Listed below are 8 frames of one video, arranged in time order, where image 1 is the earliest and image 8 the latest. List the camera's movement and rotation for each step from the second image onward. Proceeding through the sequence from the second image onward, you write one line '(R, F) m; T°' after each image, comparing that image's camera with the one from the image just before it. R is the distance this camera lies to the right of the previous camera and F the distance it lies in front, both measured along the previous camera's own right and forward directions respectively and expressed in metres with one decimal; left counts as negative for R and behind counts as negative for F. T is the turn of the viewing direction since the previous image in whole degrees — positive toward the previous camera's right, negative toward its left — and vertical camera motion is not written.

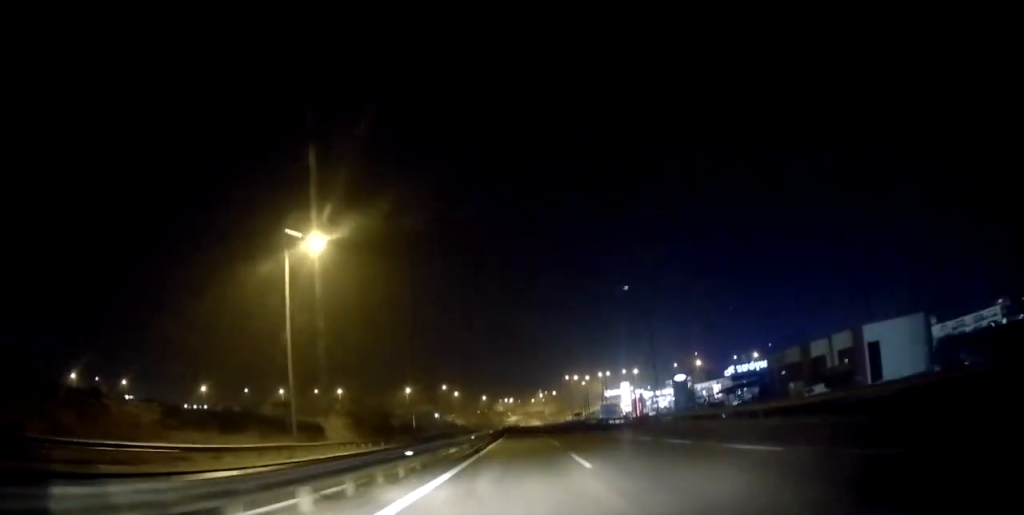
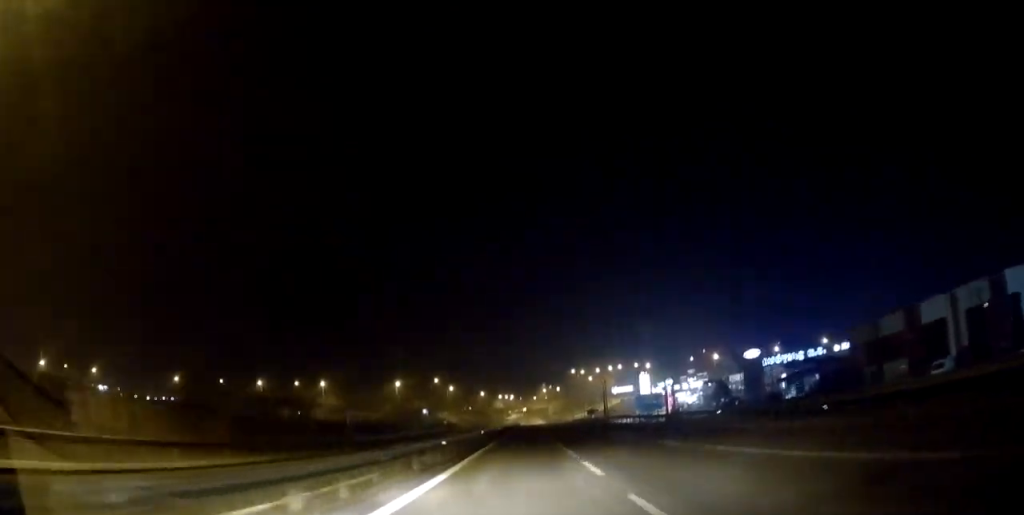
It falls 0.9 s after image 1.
(0.0, +26.2) m; 0°
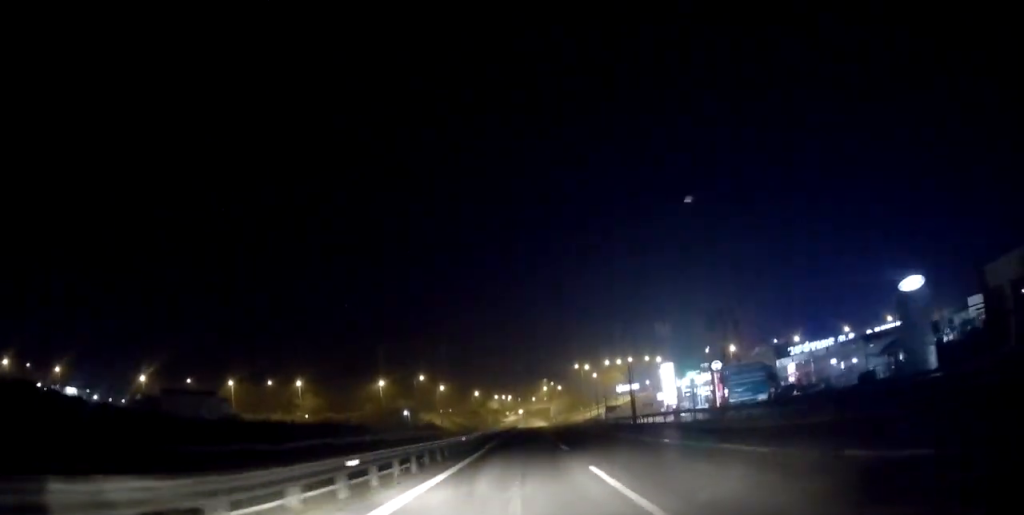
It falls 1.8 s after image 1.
(0.0, +25.9) m; -1°
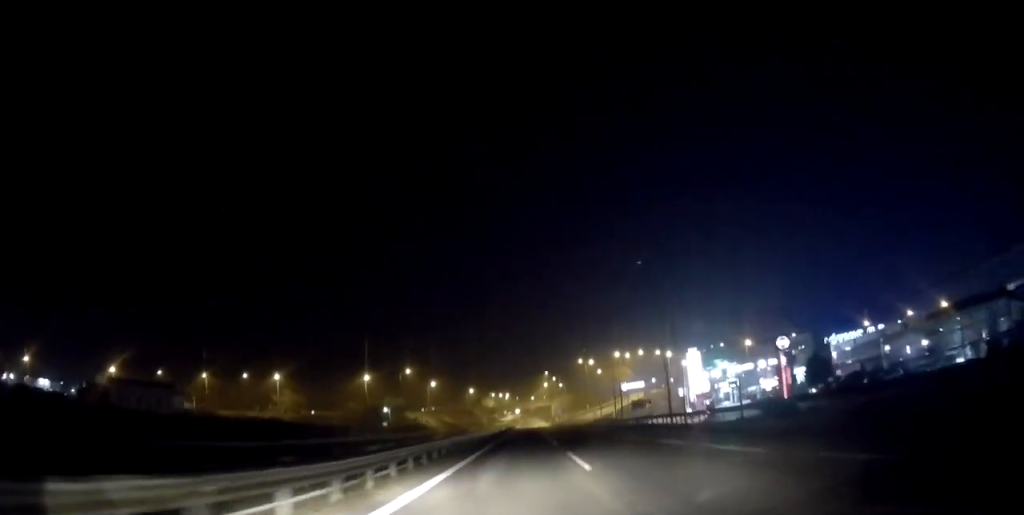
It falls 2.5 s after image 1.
(-0.3, +20.2) m; 0°
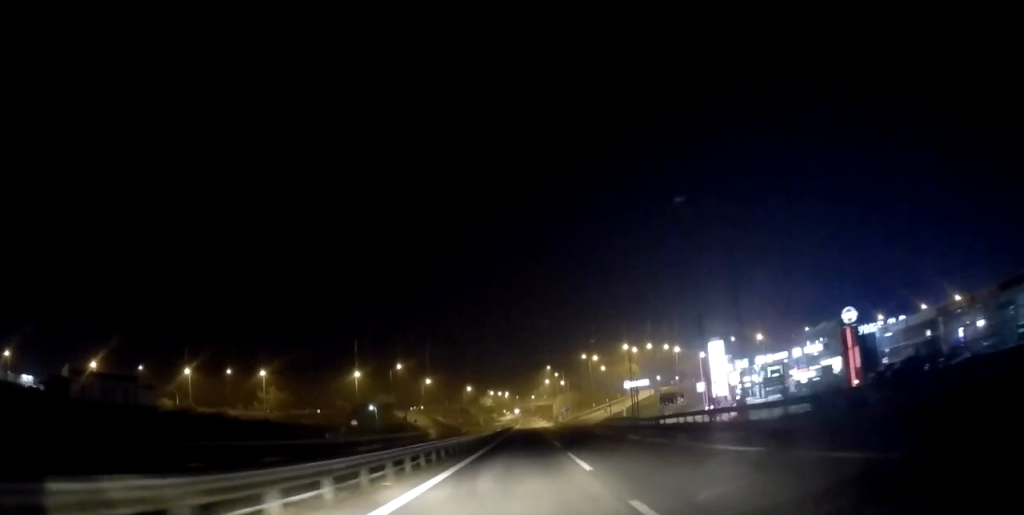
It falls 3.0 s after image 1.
(0.0, +12.2) m; 0°
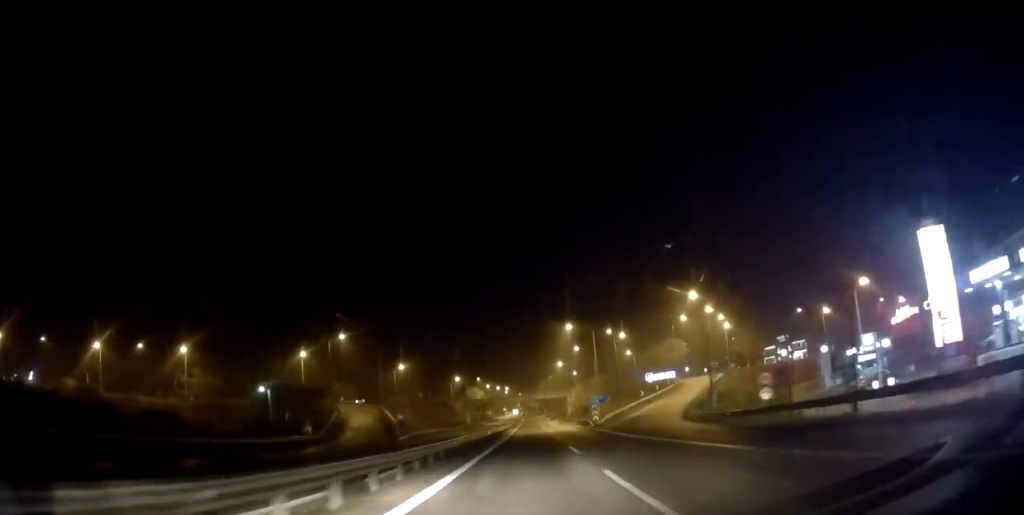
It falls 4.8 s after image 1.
(+0.6, +51.9) m; 0°
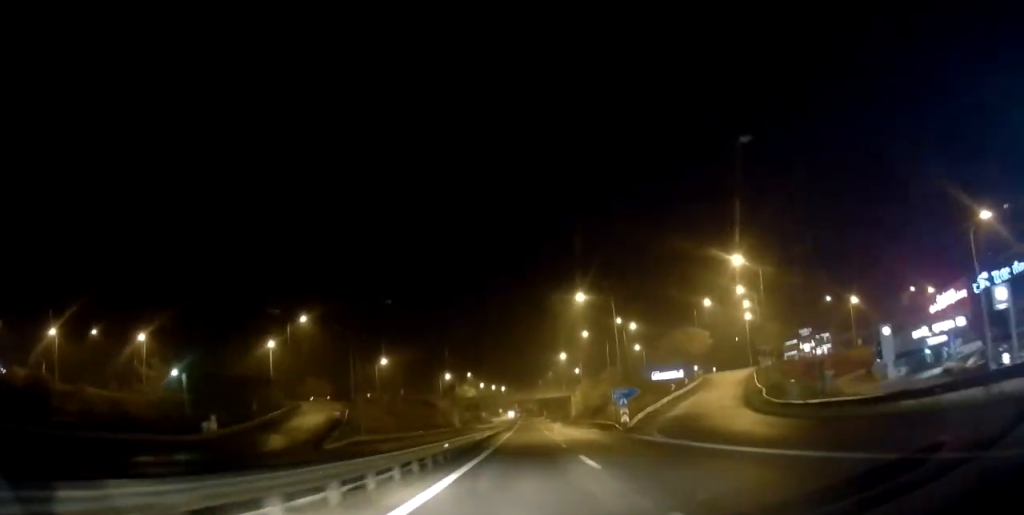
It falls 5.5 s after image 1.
(-0.4, +18.7) m; 0°
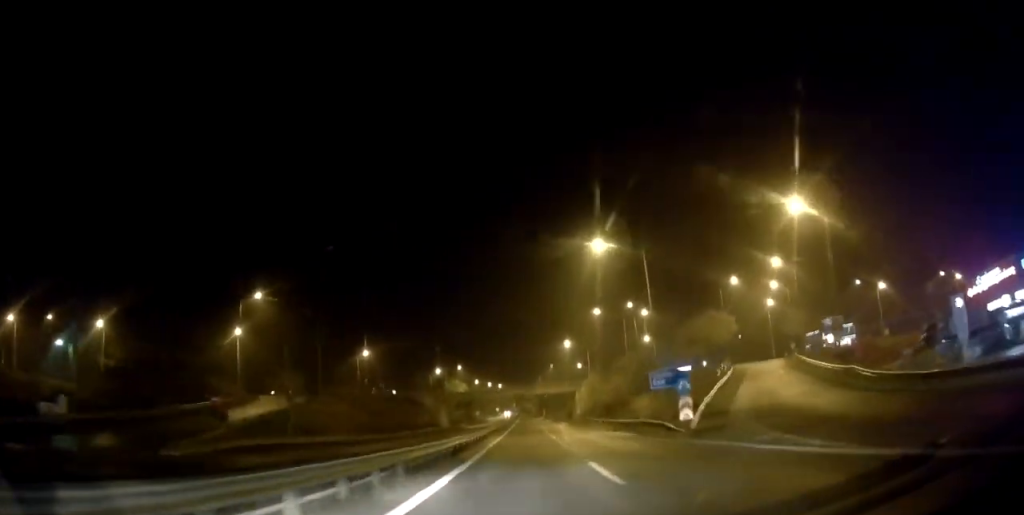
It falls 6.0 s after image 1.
(+0.1, +15.4) m; 0°
